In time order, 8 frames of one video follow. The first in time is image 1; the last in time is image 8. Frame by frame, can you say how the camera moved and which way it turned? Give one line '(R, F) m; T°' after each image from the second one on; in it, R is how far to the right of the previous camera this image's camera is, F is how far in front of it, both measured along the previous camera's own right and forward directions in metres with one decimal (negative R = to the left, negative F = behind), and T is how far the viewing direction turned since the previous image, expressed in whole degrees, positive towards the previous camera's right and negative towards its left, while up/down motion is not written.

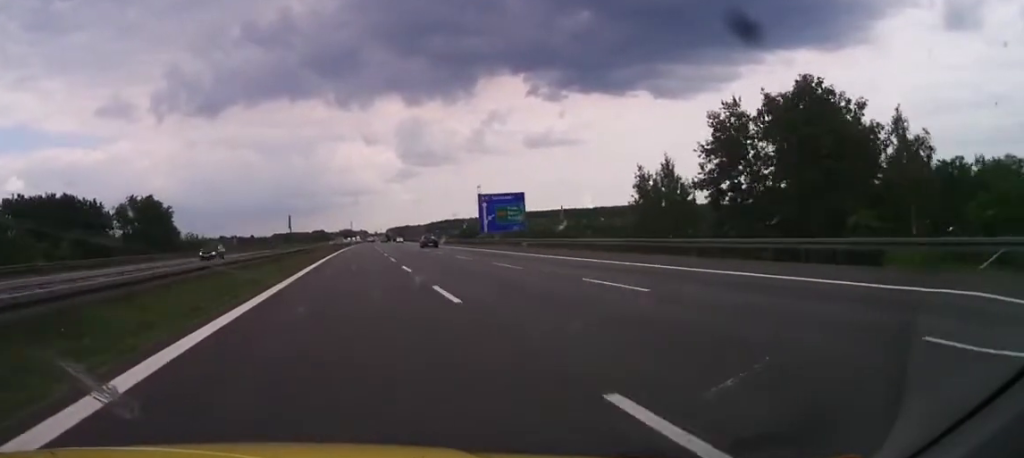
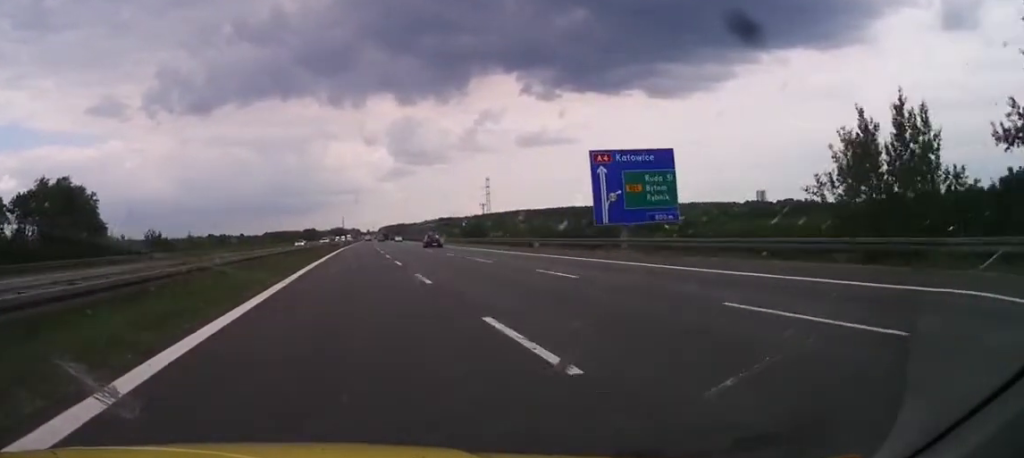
(+0.2, +42.4) m; 0°
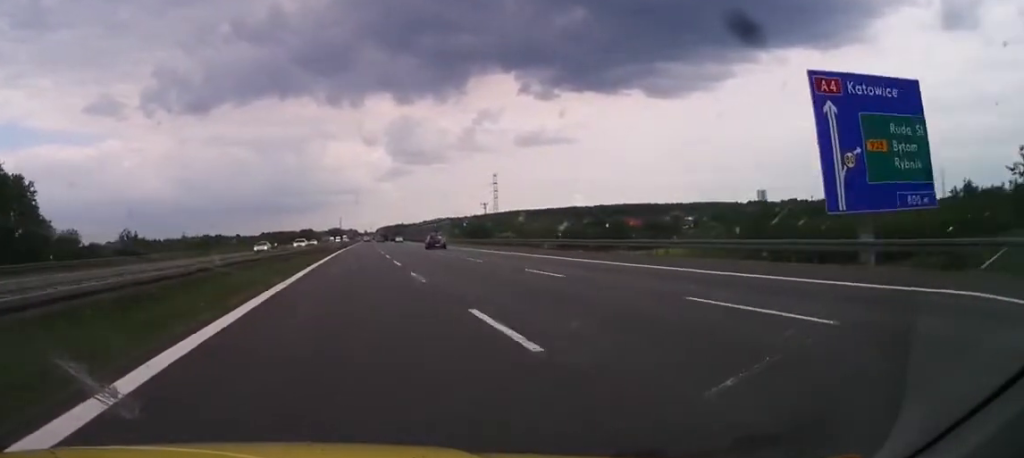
(0.0, +22.4) m; +1°
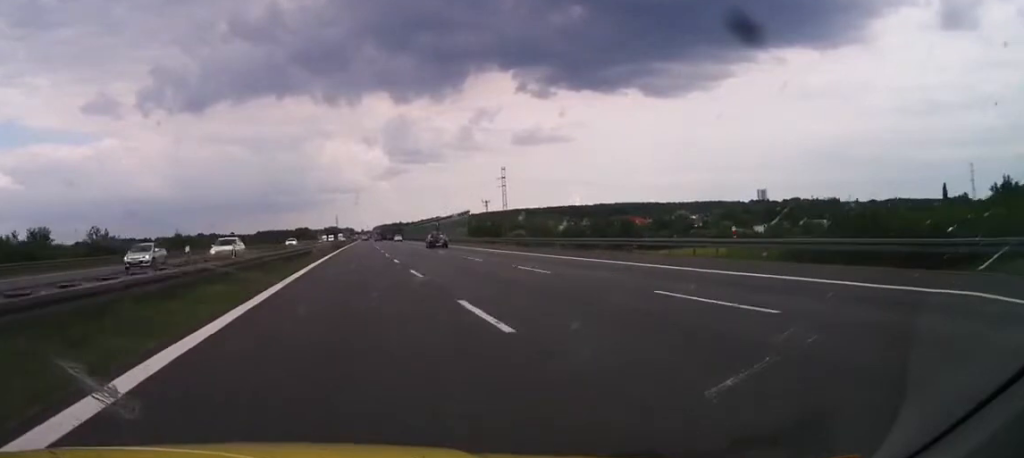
(0.0, +22.4) m; 0°
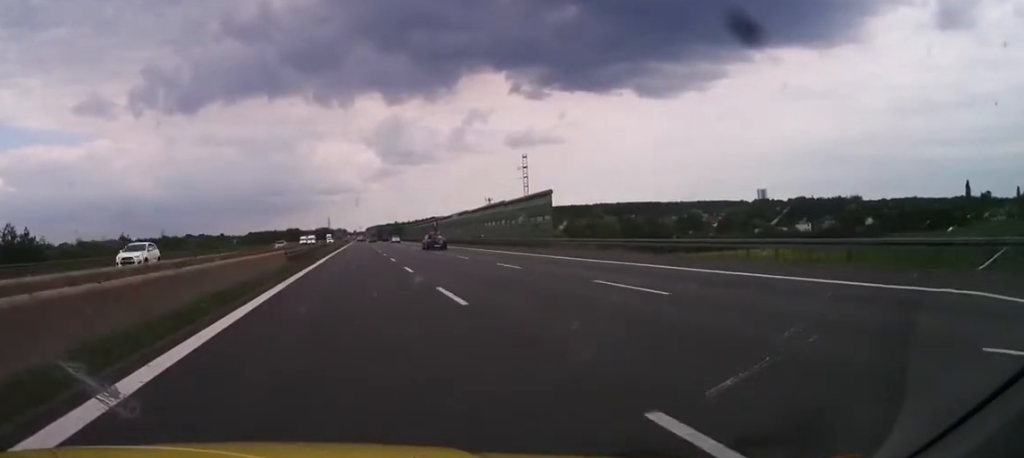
(+0.1, +43.6) m; 0°
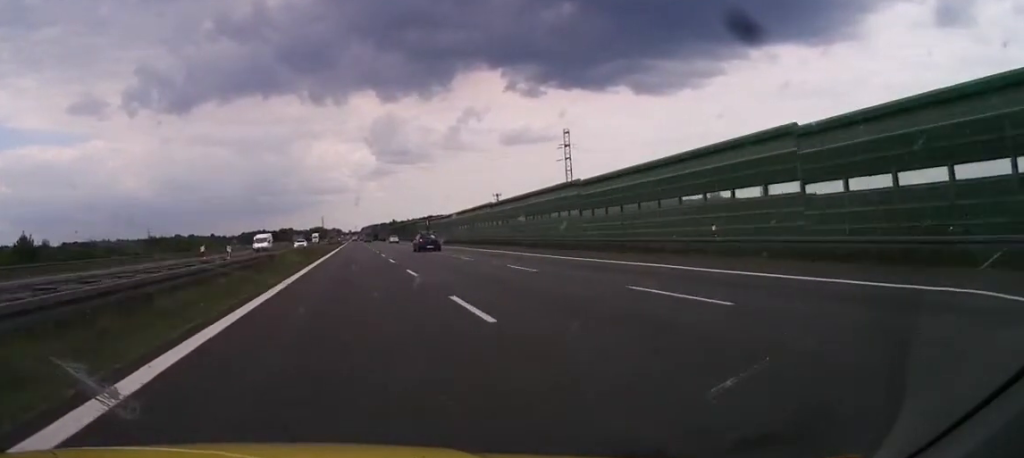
(+0.1, +49.9) m; +1°
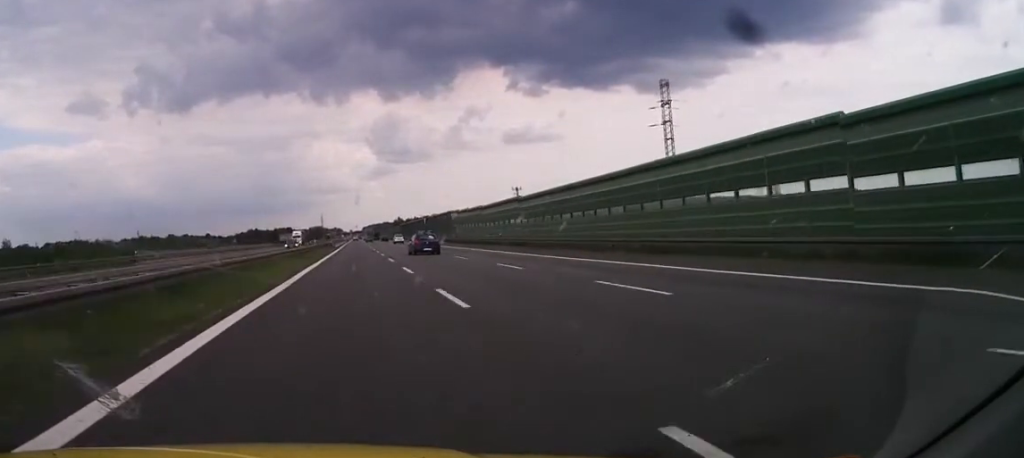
(+0.7, +57.5) m; +1°
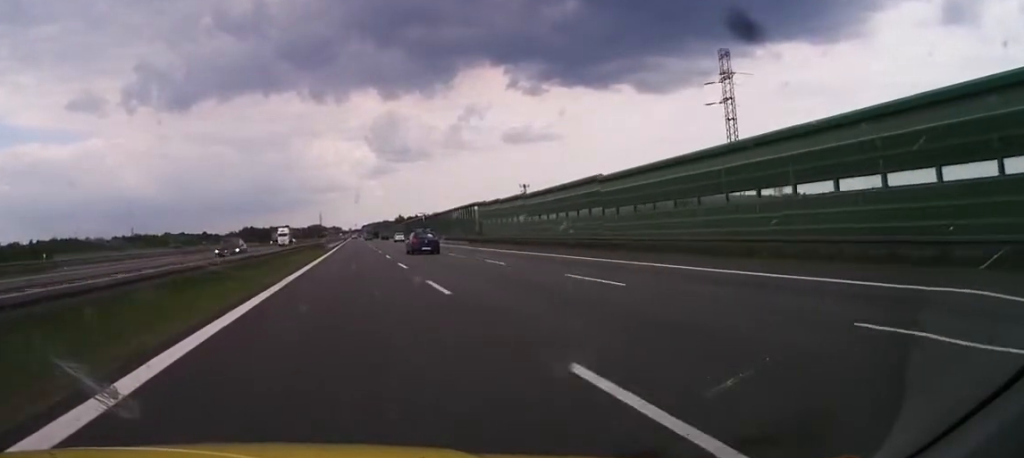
(+0.1, +21.6) m; 0°
